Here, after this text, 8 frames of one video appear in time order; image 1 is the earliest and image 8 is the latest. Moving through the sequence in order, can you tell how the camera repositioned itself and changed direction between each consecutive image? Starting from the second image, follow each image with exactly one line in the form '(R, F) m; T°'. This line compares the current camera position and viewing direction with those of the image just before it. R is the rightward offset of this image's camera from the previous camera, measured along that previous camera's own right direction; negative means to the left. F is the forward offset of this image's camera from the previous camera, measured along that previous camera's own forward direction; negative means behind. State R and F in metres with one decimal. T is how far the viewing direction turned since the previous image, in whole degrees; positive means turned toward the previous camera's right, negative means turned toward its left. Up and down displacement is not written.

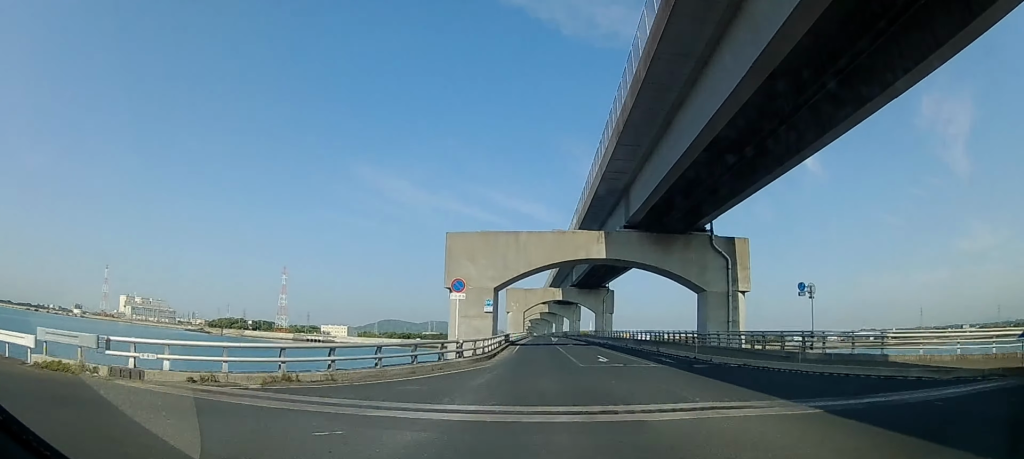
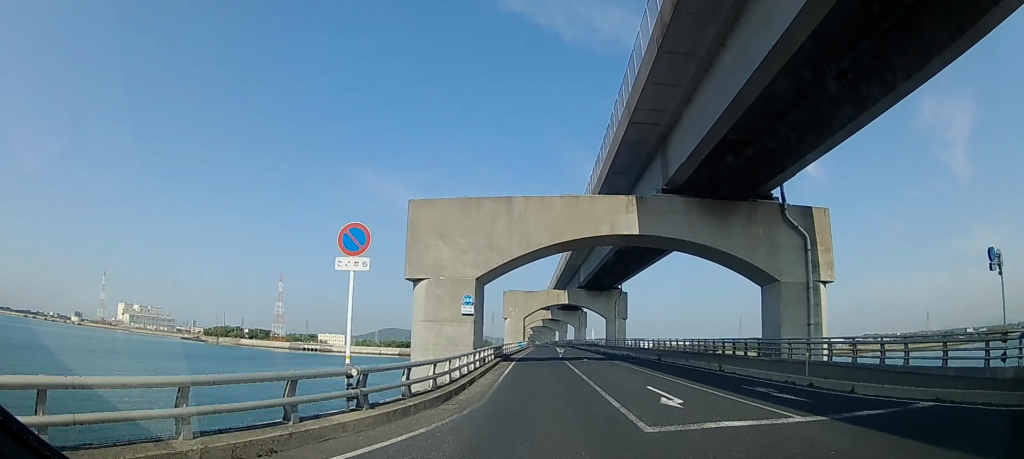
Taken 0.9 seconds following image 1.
(+0.4, +10.8) m; +2°
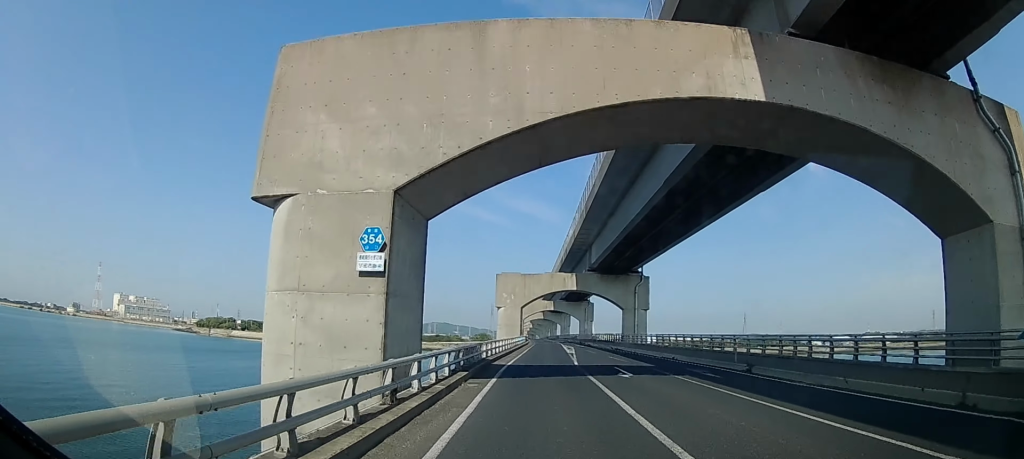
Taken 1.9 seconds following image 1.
(+0.2, +13.8) m; 0°
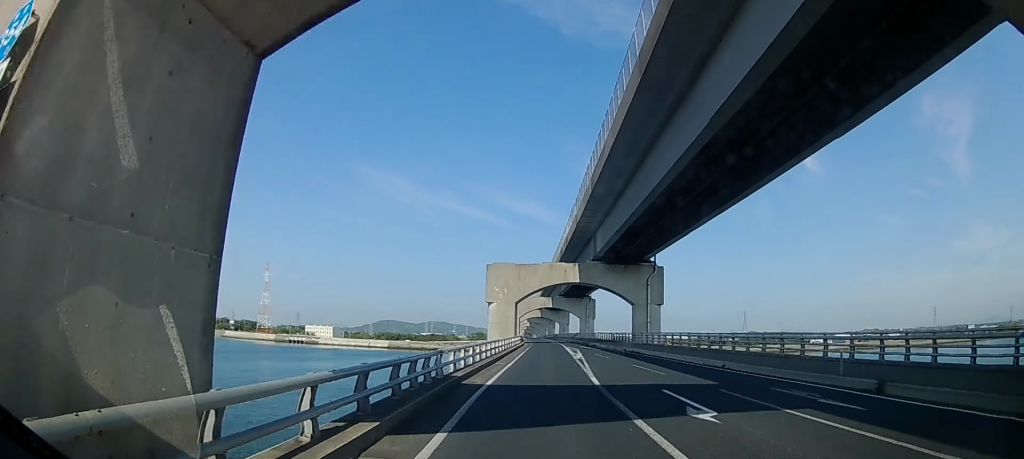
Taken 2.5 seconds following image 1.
(0.0, +8.2) m; -1°
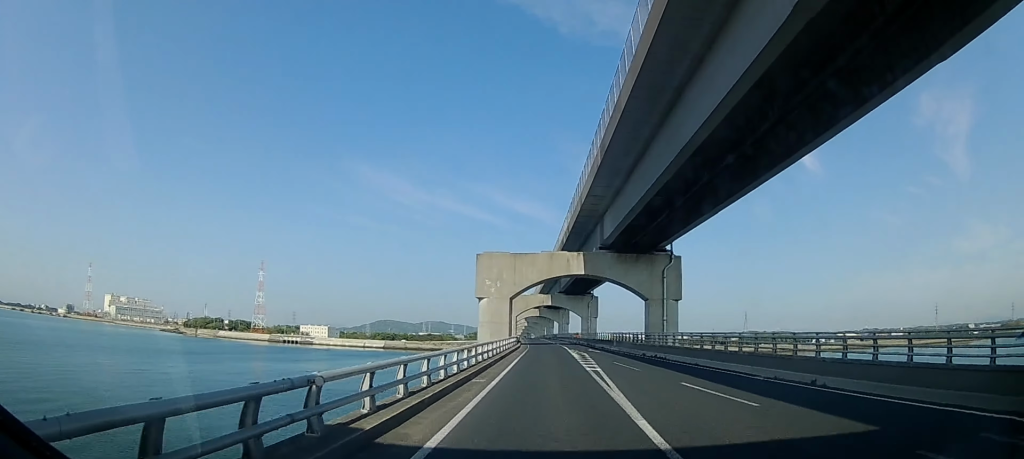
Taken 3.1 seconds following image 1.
(+0.1, +7.9) m; -1°
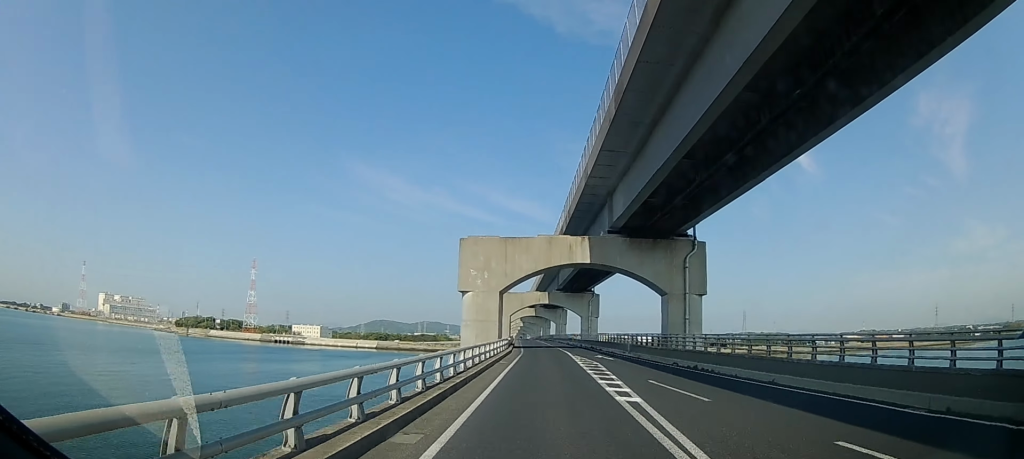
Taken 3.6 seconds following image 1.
(-0.2, +7.7) m; 0°
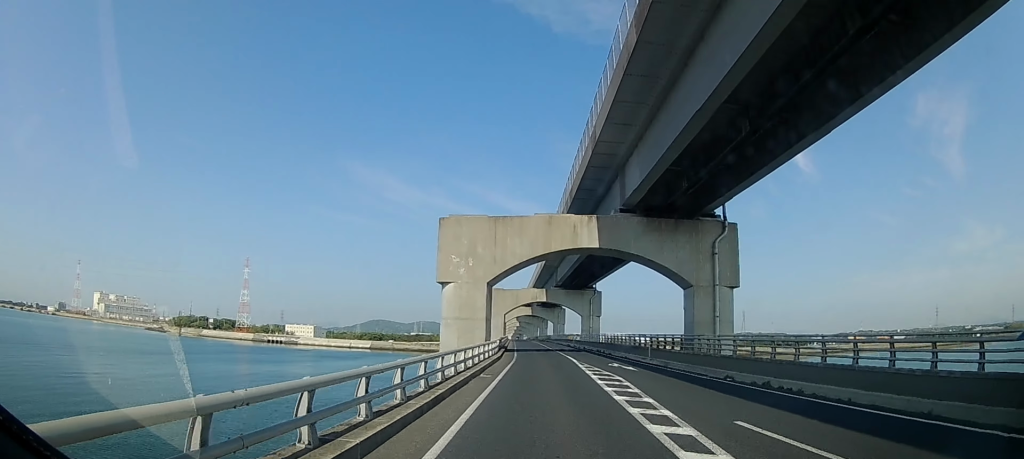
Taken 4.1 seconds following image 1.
(-0.2, +7.2) m; 0°
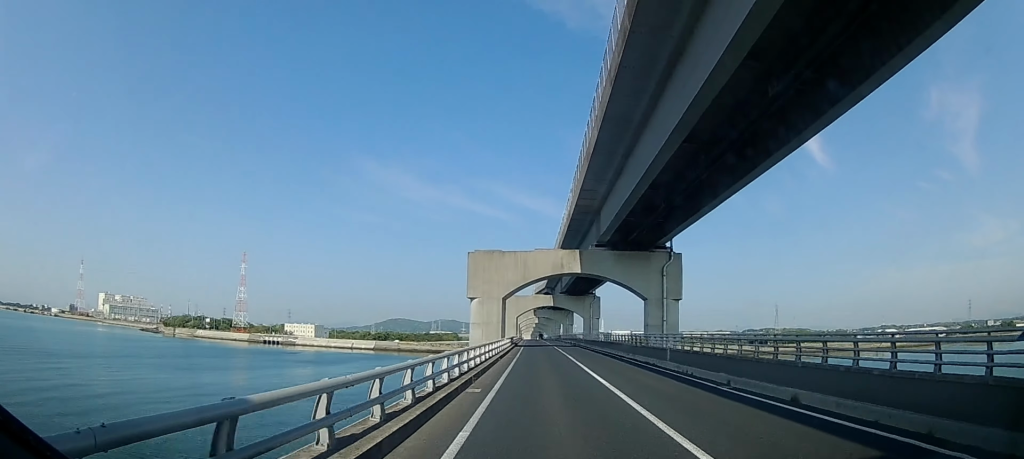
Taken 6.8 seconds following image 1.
(+1.4, +40.5) m; +2°
